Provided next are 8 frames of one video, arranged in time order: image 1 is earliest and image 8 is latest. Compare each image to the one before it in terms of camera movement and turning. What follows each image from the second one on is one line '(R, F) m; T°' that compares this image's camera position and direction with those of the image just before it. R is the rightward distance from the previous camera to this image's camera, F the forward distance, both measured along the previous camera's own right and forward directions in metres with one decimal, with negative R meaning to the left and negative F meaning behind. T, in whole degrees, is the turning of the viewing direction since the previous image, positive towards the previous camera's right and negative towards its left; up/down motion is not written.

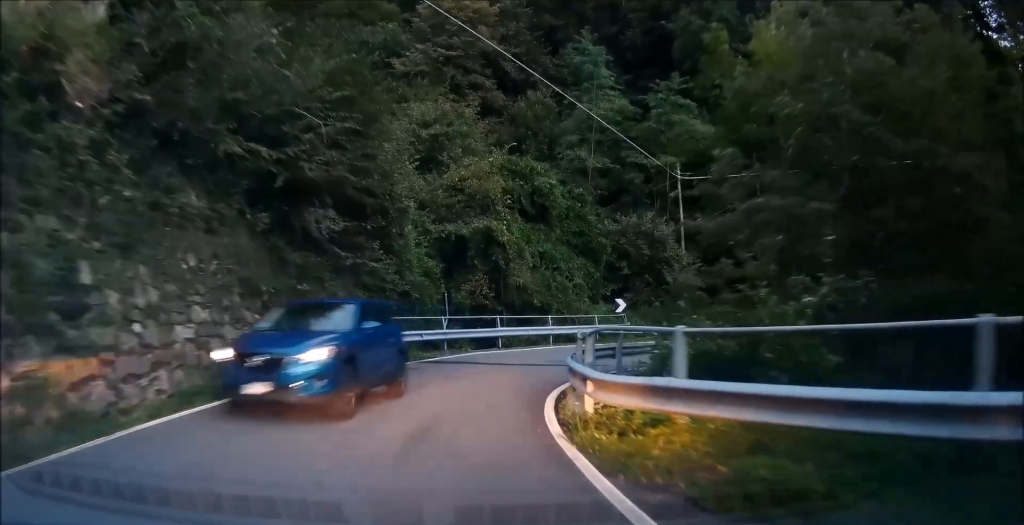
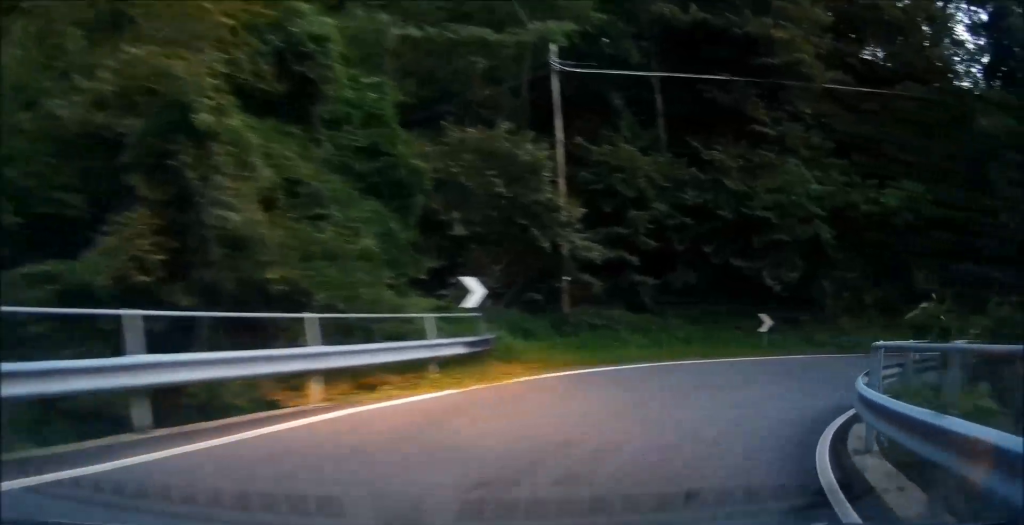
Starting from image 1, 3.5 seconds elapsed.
(+2.3, +20.1) m; +41°
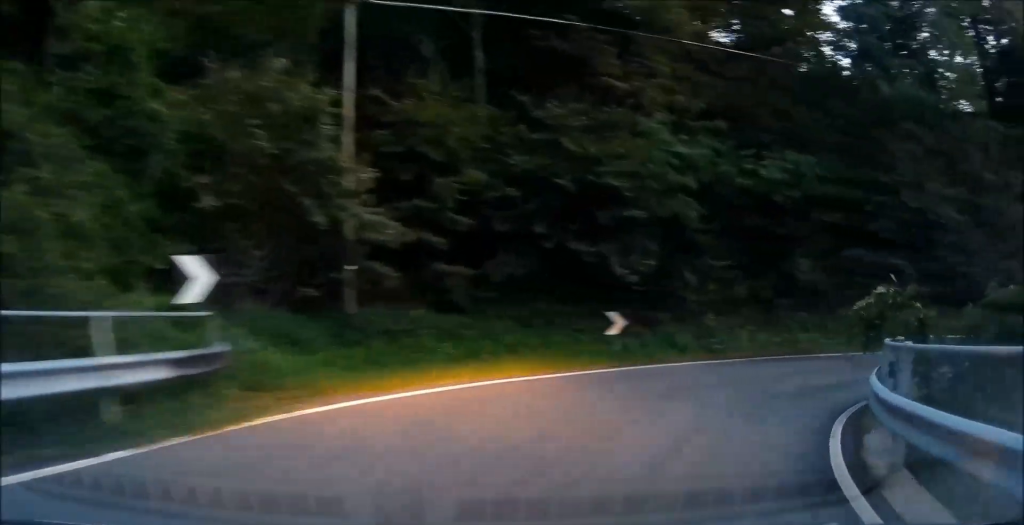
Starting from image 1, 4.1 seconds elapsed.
(+0.7, +4.2) m; +16°
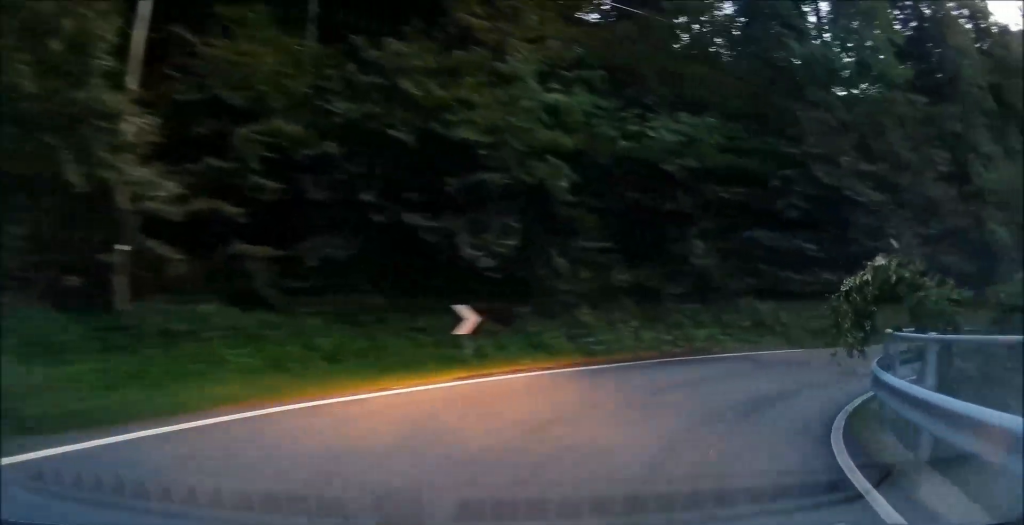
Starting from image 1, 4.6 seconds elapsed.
(+0.2, +3.6) m; +10°
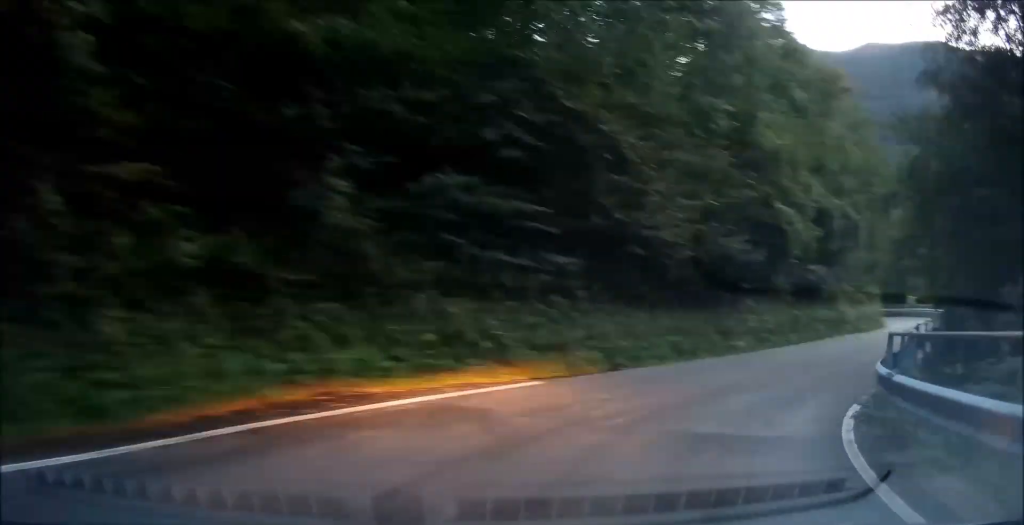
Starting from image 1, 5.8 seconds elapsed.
(+1.9, +8.3) m; +28°
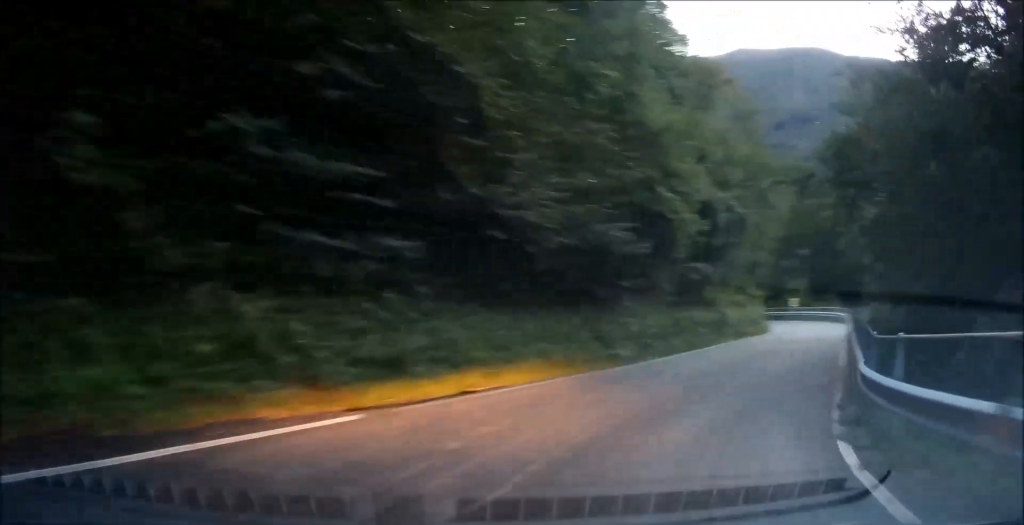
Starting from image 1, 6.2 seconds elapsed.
(+0.3, +3.4) m; +10°
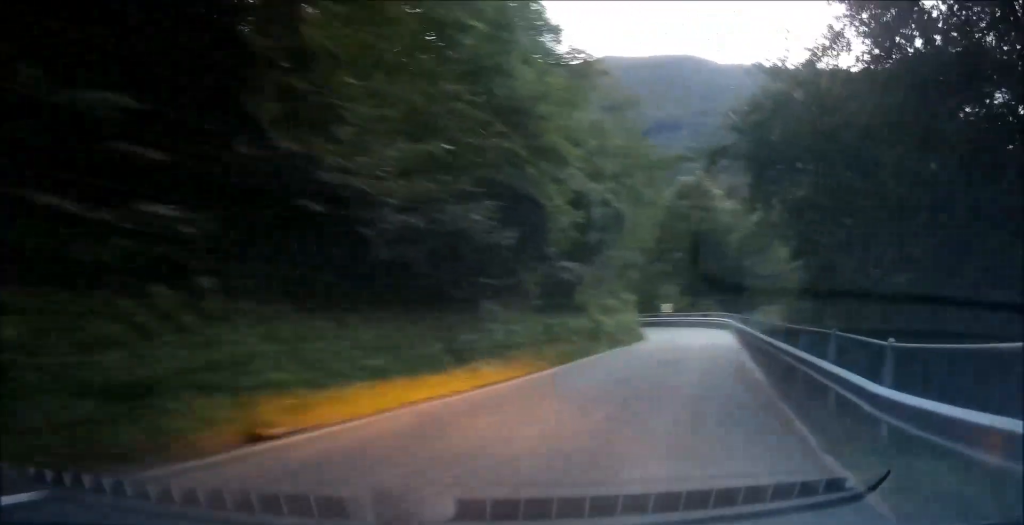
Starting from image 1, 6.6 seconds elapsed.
(+0.6, +3.6) m; +8°
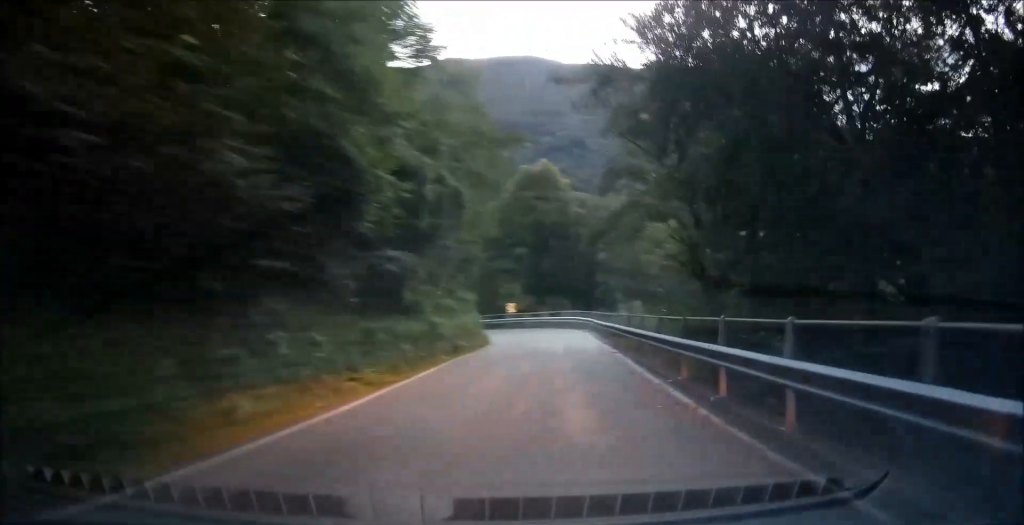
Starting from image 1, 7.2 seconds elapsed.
(+0.5, +5.3) m; +8°
